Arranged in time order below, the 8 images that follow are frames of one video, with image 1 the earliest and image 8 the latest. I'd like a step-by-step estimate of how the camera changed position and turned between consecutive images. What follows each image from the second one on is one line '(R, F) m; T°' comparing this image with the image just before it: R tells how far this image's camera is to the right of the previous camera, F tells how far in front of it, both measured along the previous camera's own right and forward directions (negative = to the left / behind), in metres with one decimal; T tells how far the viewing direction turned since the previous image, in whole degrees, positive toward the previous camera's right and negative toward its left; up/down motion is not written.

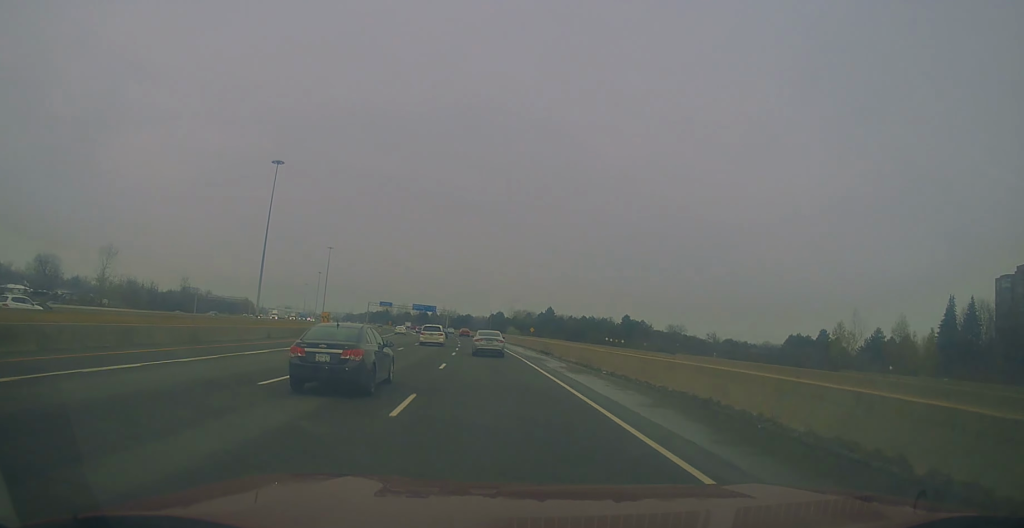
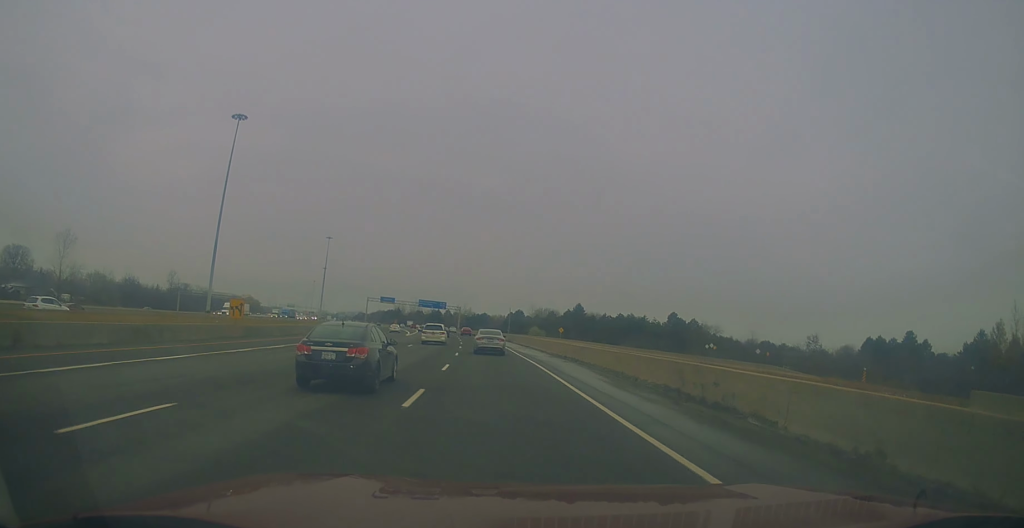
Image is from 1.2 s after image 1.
(-0.6, +34.2) m; -2°
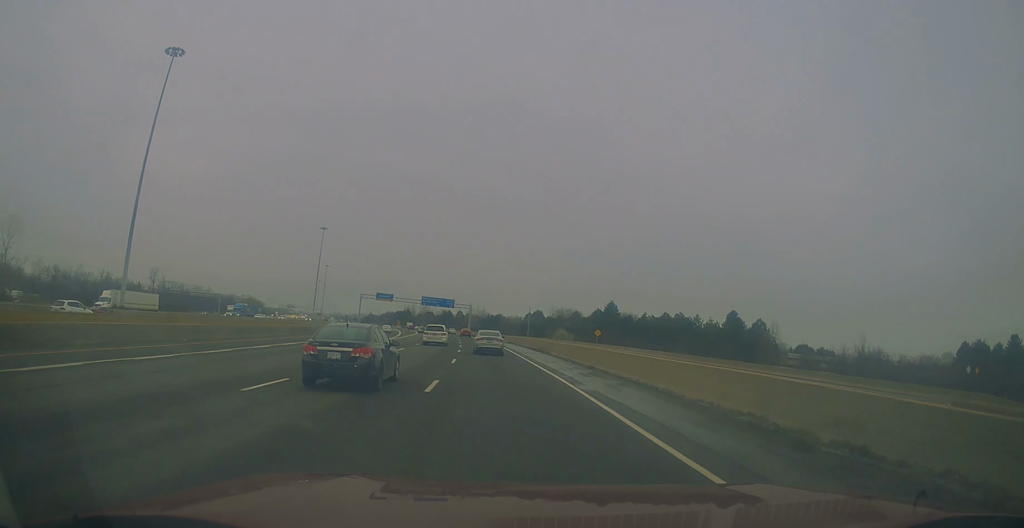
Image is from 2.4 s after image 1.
(-0.4, +30.8) m; 0°
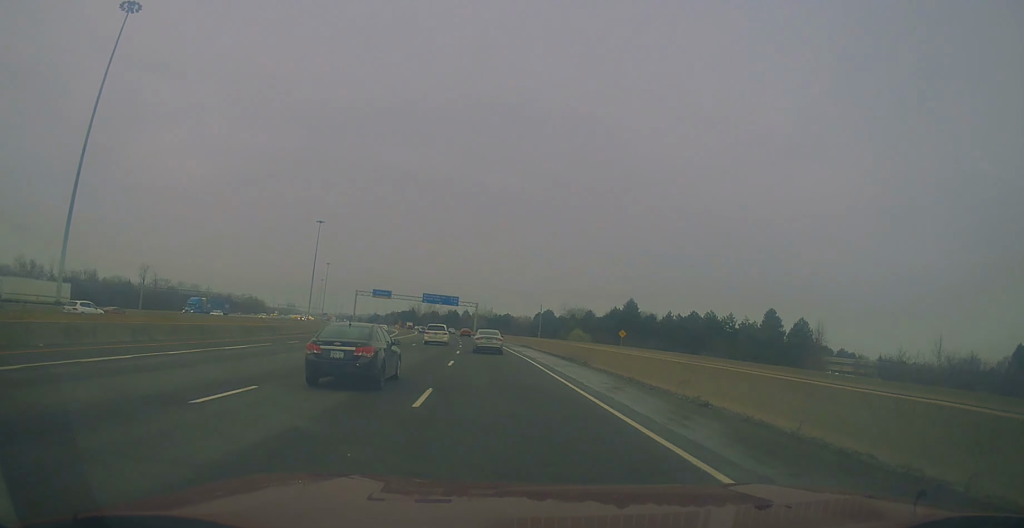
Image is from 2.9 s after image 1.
(0.0, +13.8) m; 0°
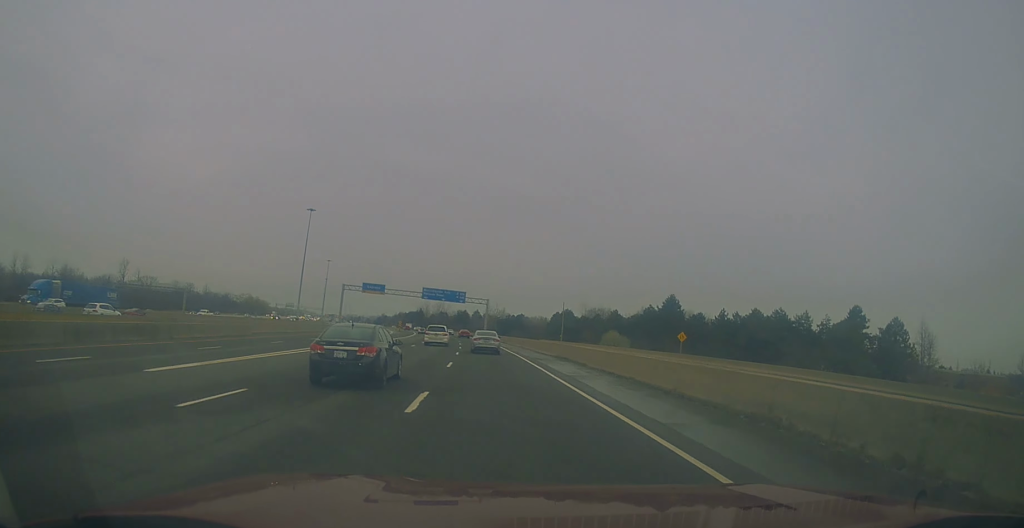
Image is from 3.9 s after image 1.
(0.0, +23.5) m; -1°
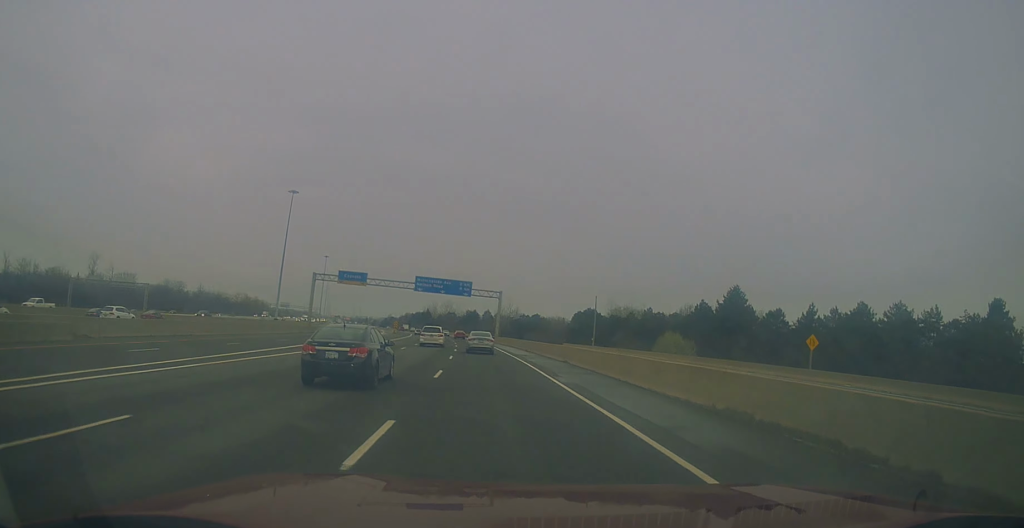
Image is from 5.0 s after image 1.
(-0.6, +28.0) m; -2°
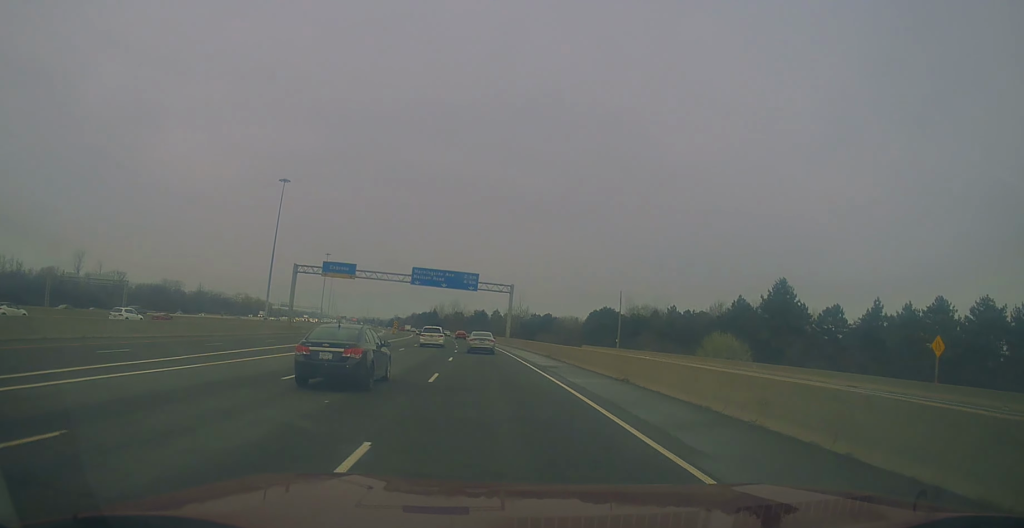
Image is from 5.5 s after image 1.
(-0.2, +14.0) m; -1°
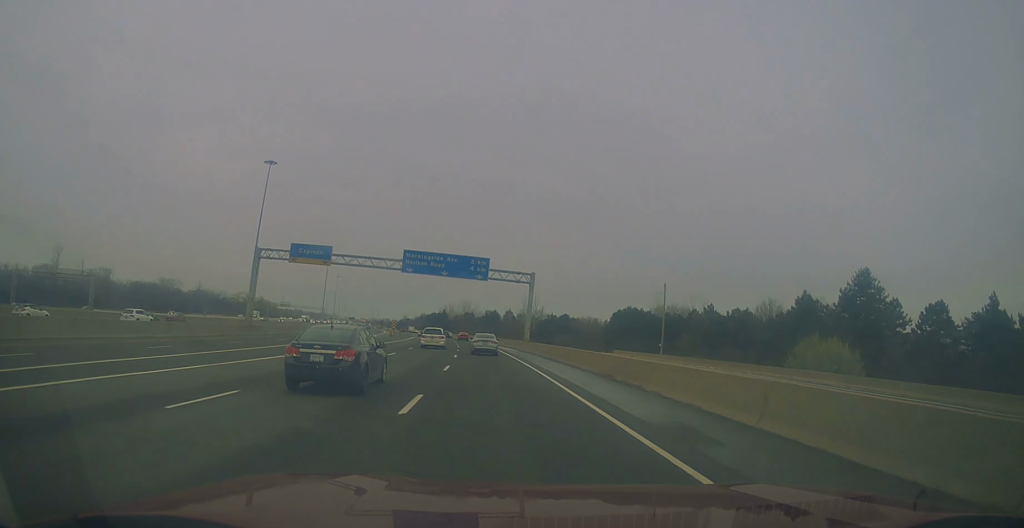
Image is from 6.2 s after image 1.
(-0.1, +19.2) m; -1°
